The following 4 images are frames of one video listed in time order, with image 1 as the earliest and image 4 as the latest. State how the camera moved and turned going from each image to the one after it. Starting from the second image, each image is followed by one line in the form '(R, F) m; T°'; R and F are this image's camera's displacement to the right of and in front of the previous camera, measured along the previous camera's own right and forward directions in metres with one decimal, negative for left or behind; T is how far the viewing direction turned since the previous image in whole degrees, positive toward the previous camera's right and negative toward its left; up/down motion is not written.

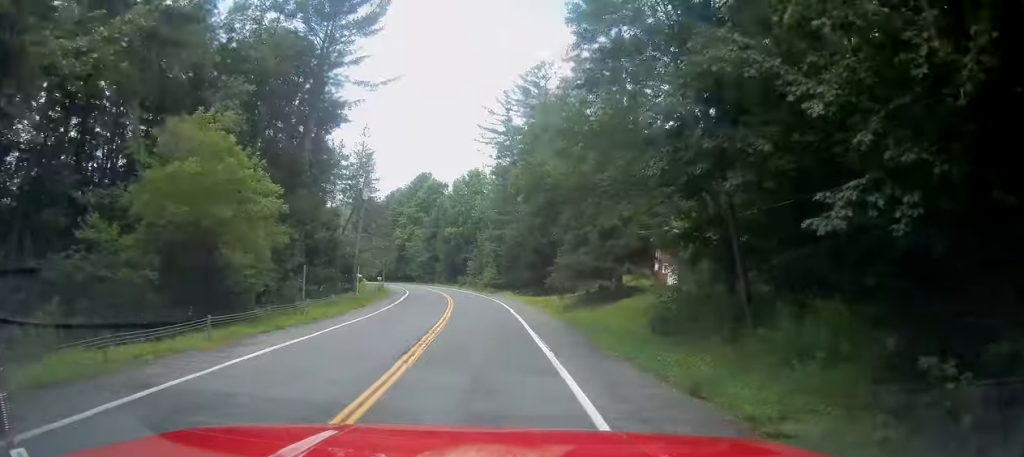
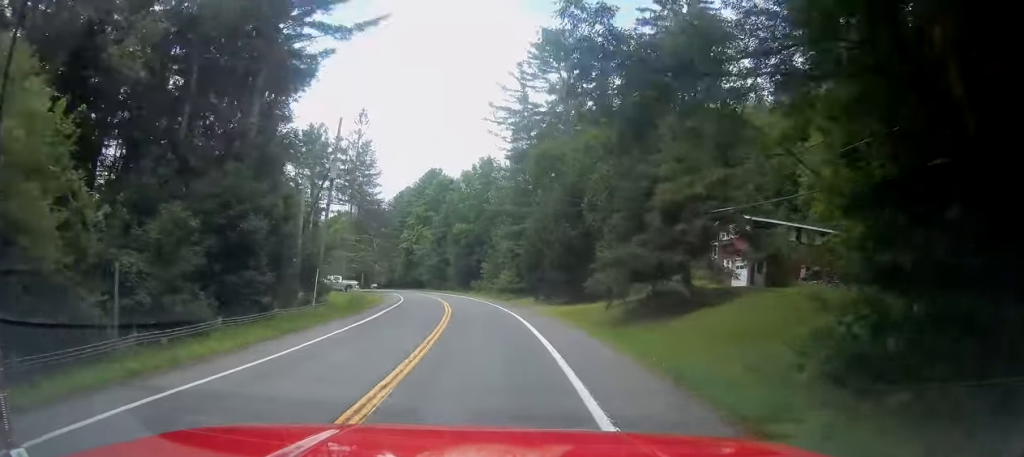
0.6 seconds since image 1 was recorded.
(-0.4, +13.2) m; -3°
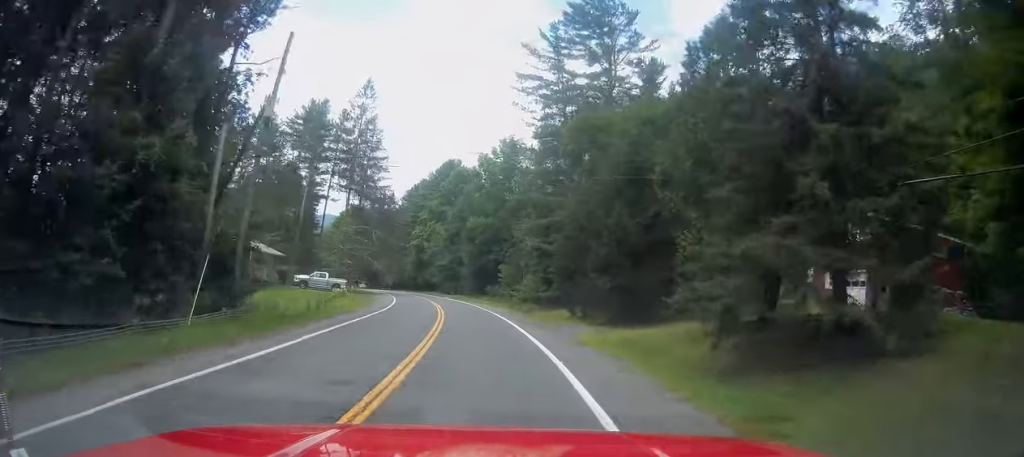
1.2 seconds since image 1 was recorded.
(-0.3, +13.8) m; -2°
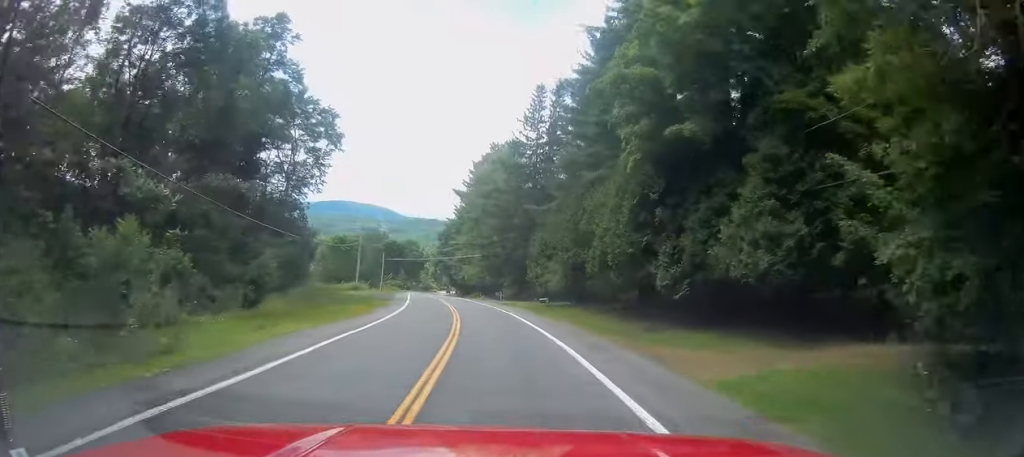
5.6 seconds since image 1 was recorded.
(-13.8, +92.6) m; -18°
